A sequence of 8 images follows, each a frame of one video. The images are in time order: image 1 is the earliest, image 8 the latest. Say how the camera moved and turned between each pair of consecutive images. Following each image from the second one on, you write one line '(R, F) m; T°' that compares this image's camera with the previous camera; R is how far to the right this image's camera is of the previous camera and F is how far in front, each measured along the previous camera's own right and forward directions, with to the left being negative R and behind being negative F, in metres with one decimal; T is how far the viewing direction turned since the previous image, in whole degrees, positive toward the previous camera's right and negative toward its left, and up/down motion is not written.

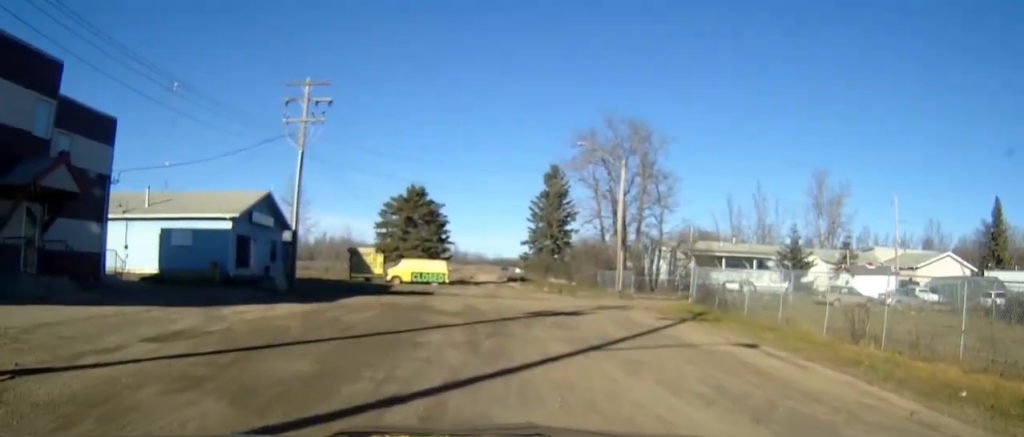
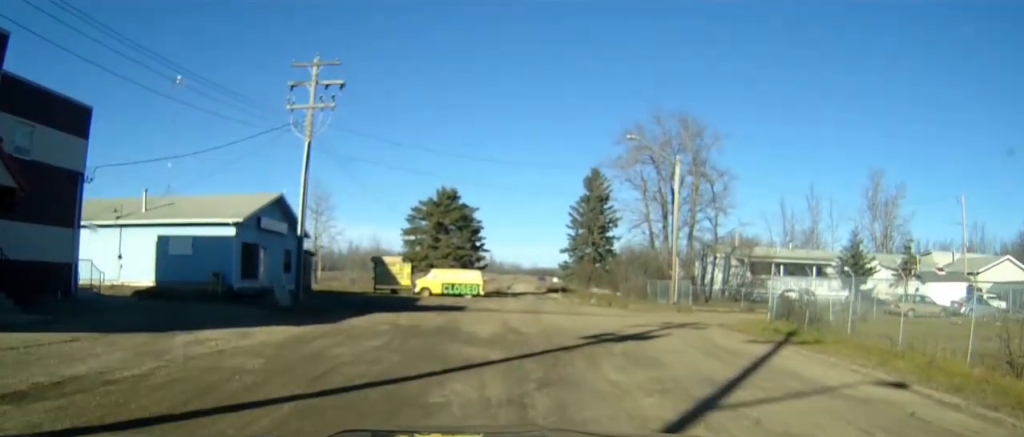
(-0.3, +5.3) m; -5°
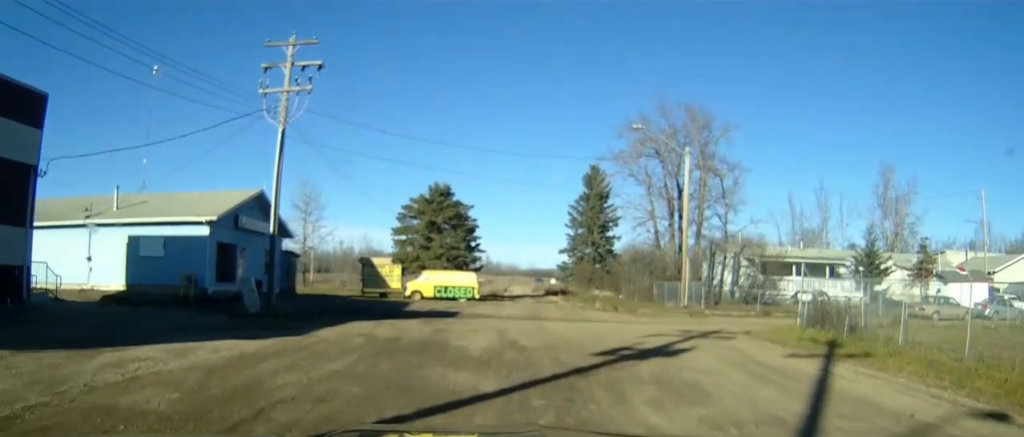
(0.0, +3.2) m; -1°
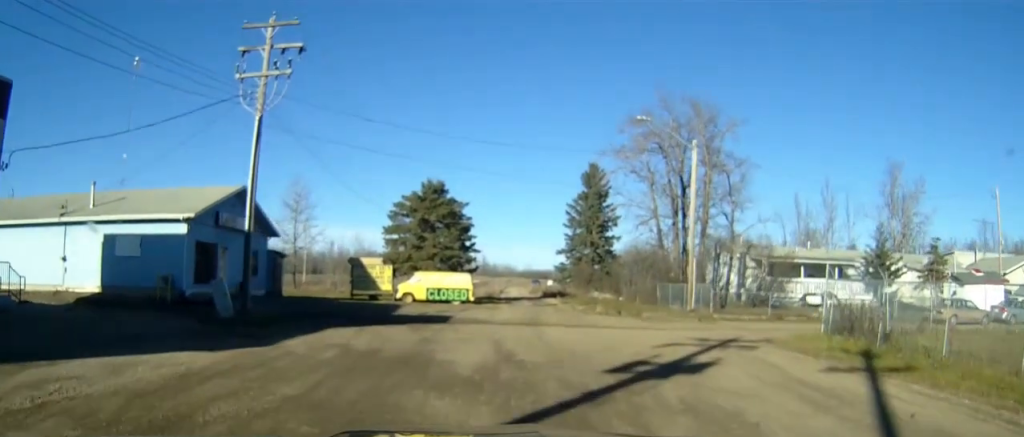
(0.0, +2.3) m; 0°
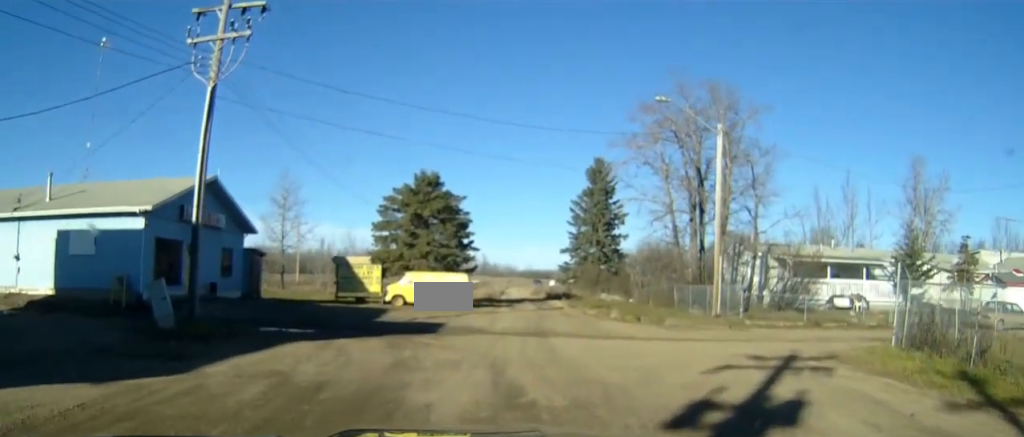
(0.0, +4.6) m; +1°
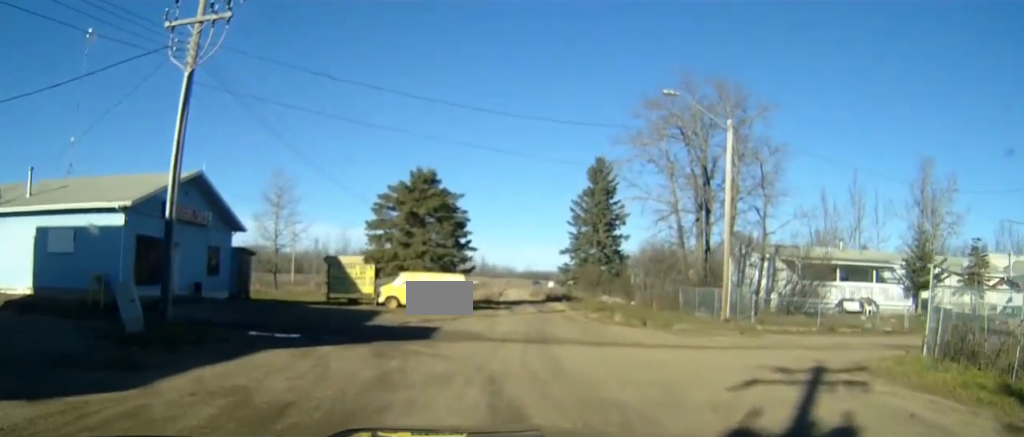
(0.0, +1.8) m; 0°
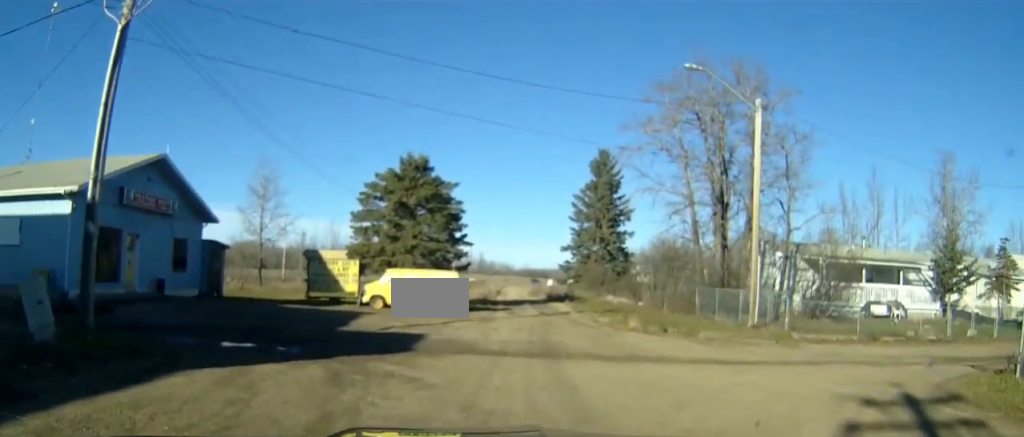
(0.0, +4.4) m; 0°
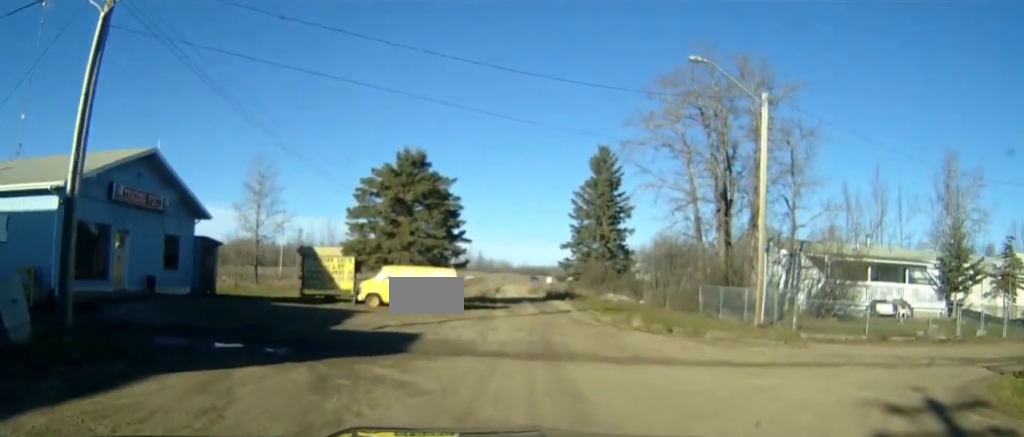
(0.0, +1.0) m; +1°
